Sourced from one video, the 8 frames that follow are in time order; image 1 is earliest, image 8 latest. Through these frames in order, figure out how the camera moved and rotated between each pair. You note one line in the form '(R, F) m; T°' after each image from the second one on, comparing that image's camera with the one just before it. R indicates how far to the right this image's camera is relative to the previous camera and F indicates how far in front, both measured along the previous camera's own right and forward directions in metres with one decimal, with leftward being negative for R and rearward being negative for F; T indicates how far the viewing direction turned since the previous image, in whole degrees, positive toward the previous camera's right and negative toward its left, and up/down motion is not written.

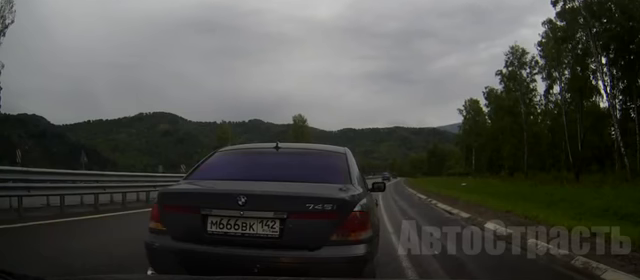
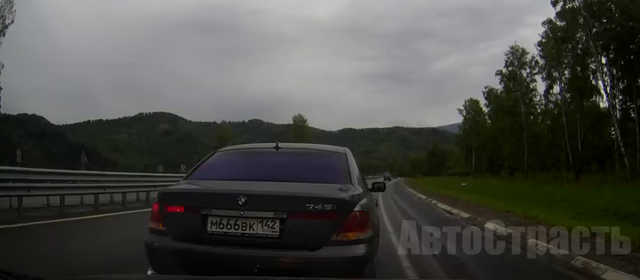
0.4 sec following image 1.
(0.0, 0.0) m; 0°
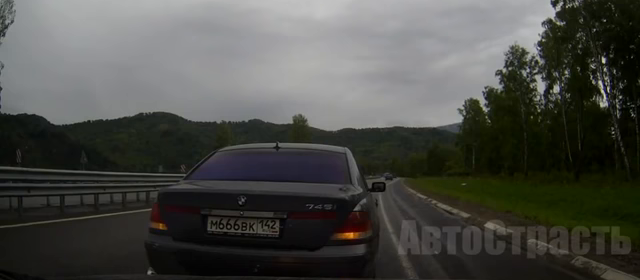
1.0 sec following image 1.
(0.0, 0.0) m; 0°
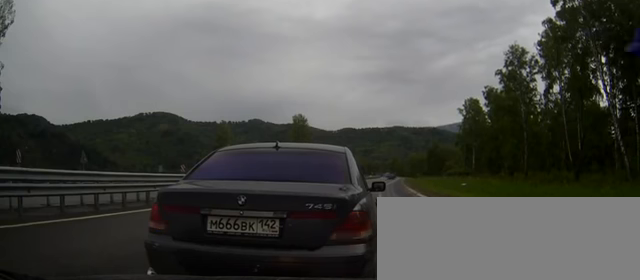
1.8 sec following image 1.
(0.0, 0.0) m; 0°
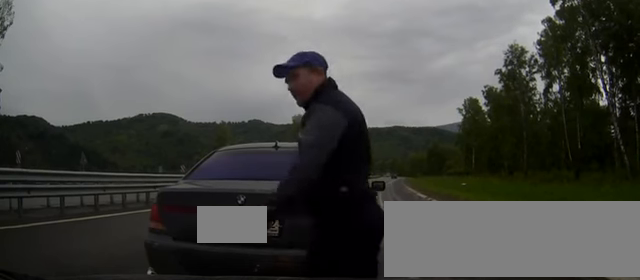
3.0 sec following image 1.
(0.0, 0.0) m; 0°
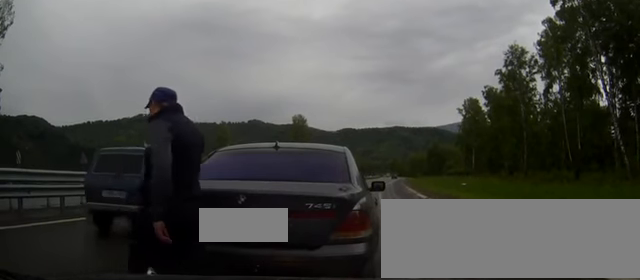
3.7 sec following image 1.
(0.0, 0.0) m; 0°
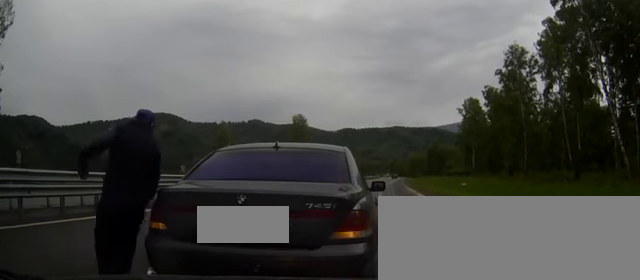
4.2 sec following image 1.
(0.0, 0.0) m; 0°
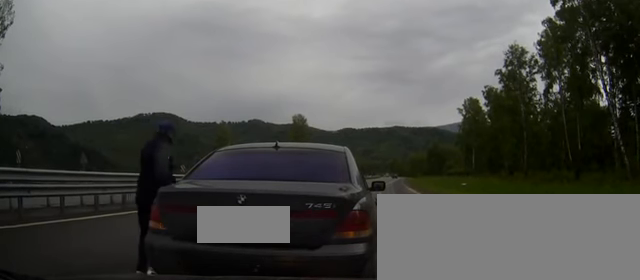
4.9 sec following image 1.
(0.0, 0.0) m; 0°
